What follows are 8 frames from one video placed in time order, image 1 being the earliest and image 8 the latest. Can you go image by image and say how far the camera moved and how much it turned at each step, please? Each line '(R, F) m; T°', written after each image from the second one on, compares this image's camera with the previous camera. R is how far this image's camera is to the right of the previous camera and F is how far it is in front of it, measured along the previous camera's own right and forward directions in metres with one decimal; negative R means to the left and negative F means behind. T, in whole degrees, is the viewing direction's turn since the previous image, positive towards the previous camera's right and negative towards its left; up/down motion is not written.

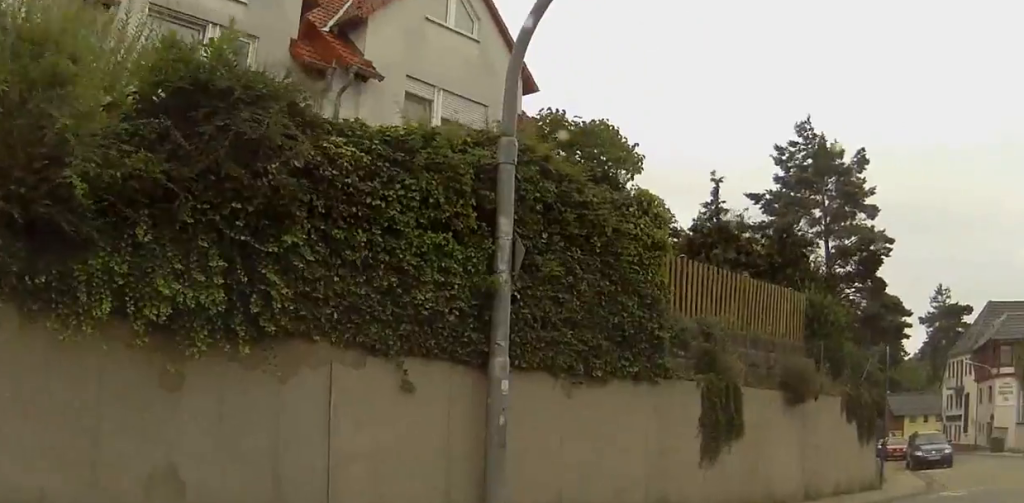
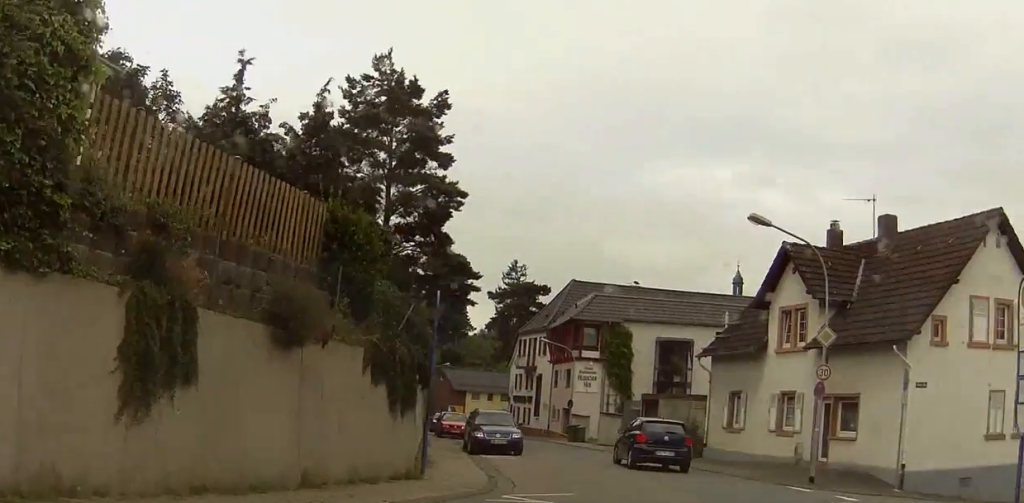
(+0.3, +3.9) m; +17°
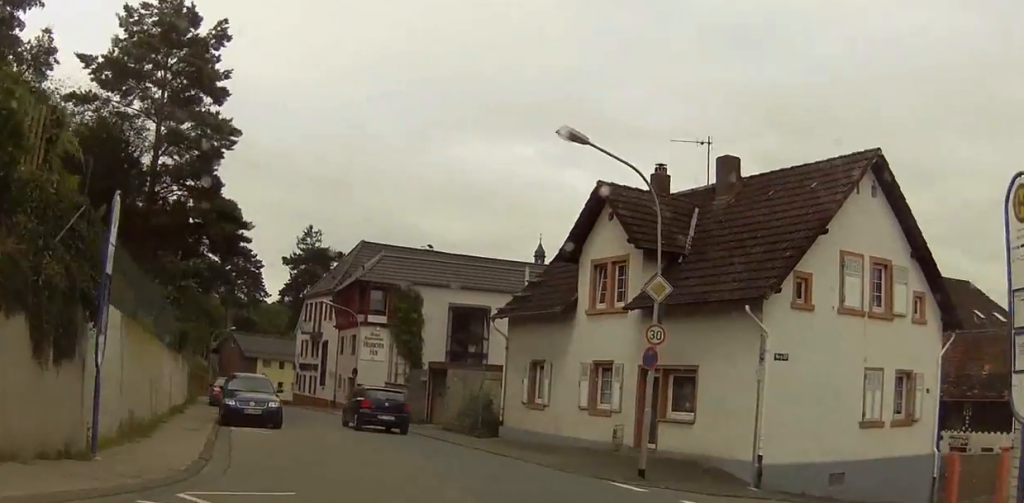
(+0.7, +4.0) m; +10°
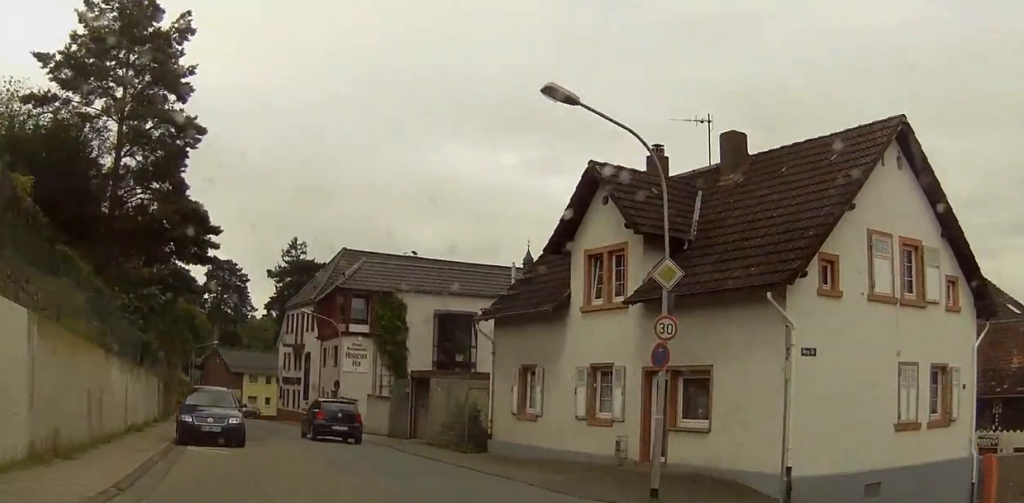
(+0.1, +2.3) m; 0°
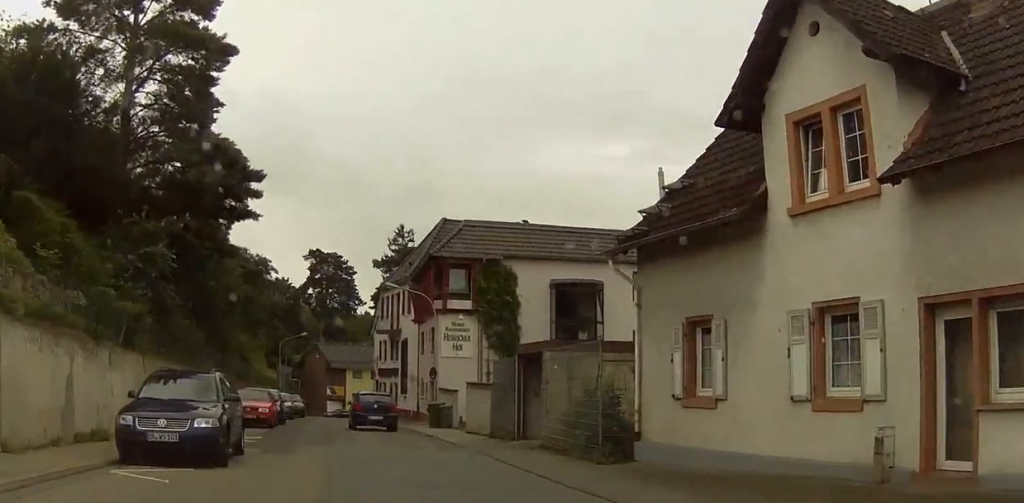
(-0.2, +8.2) m; -1°
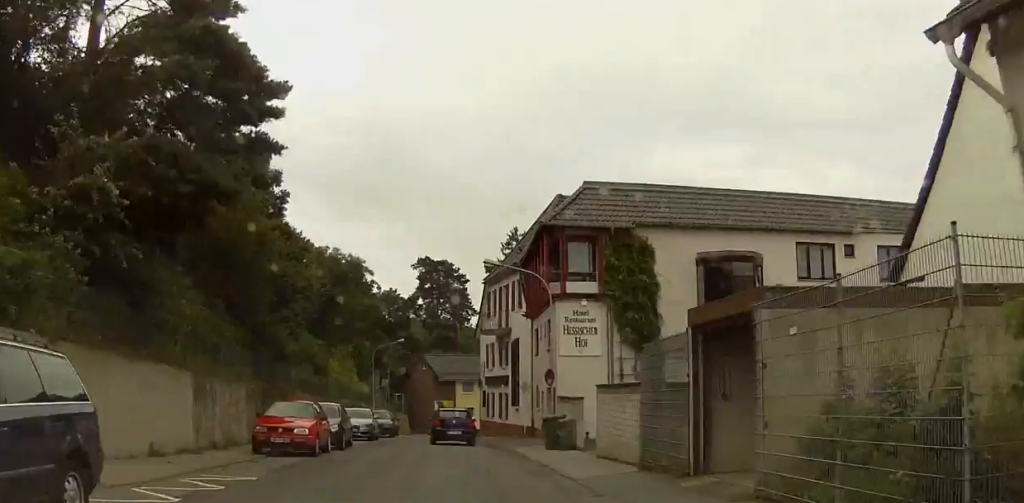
(-0.2, +9.5) m; -5°
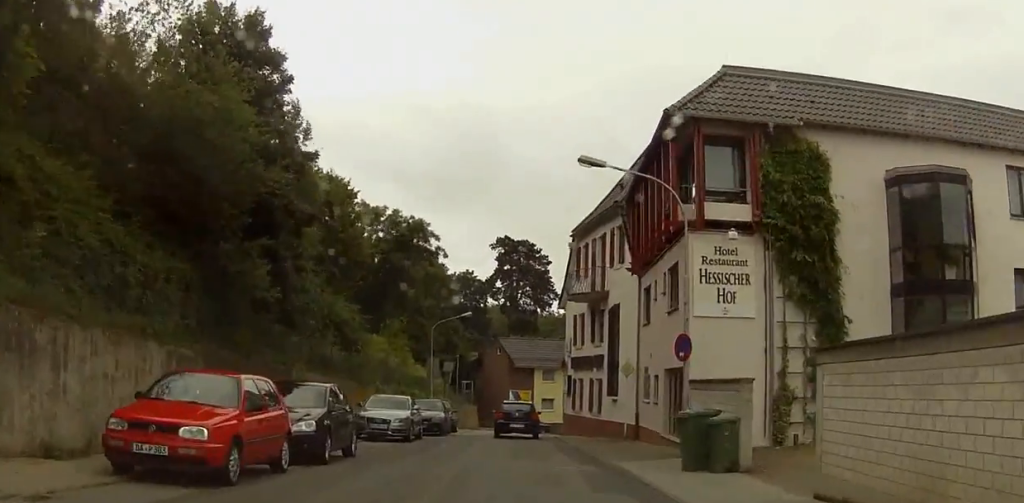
(-0.2, +11.7) m; +2°
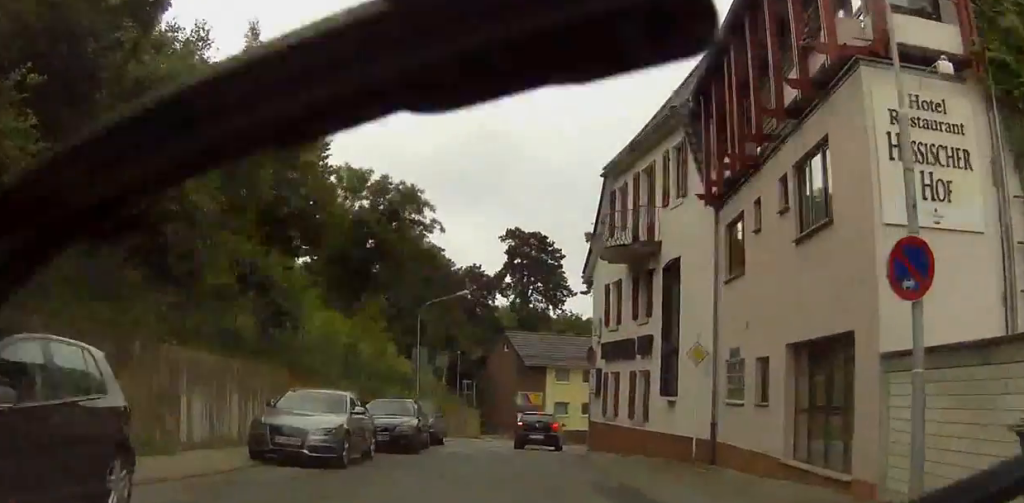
(+0.3, +11.7) m; -2°
